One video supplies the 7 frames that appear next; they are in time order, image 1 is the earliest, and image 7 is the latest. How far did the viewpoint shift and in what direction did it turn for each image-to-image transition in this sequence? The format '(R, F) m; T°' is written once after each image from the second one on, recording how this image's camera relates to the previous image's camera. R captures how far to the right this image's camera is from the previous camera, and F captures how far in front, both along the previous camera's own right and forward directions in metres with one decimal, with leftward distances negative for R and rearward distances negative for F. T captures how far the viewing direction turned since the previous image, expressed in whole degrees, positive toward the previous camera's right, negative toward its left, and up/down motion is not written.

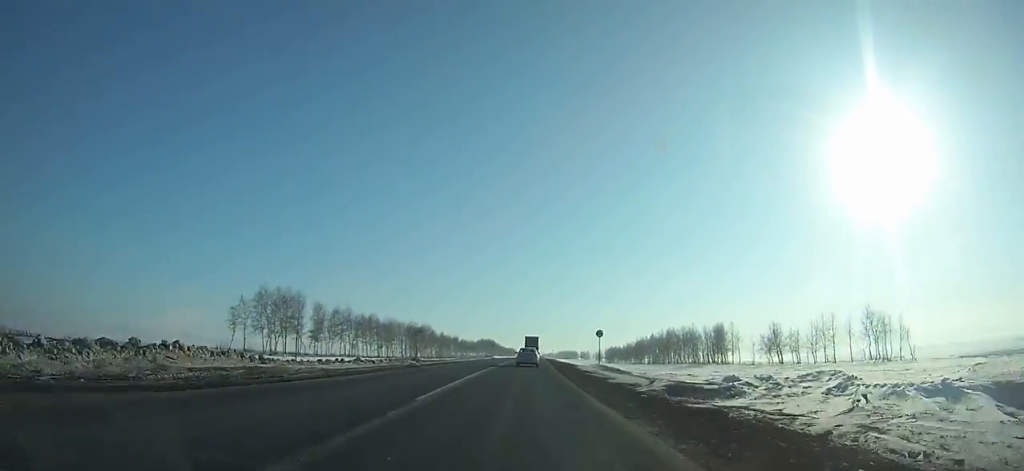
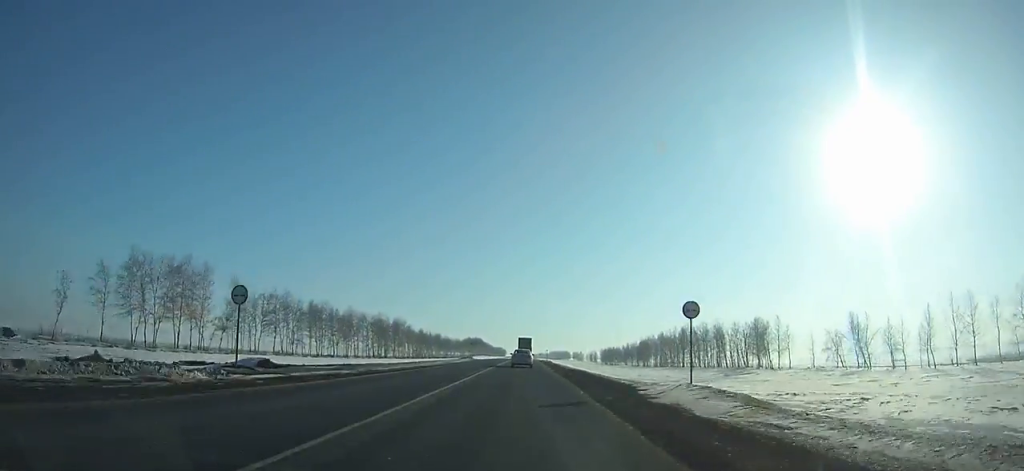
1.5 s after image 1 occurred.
(+0.5, +32.4) m; +1°
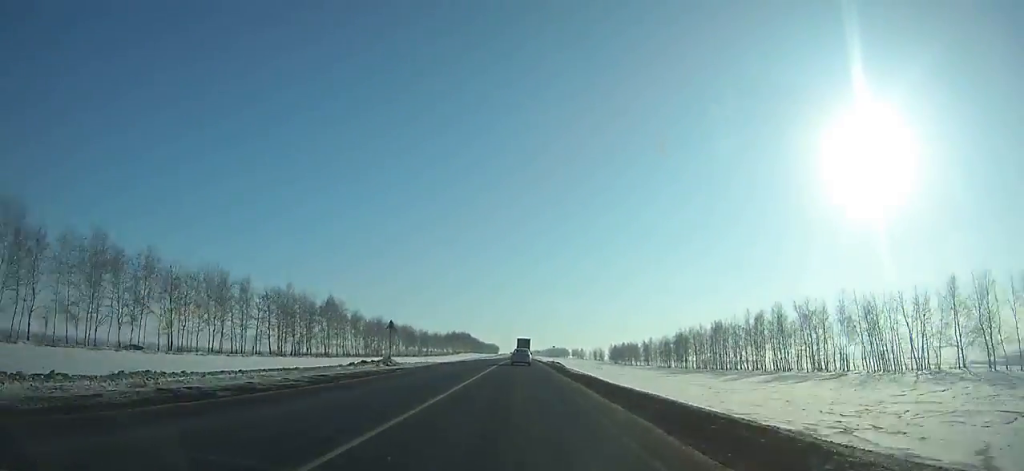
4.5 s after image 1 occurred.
(+0.3, +65.5) m; 0°
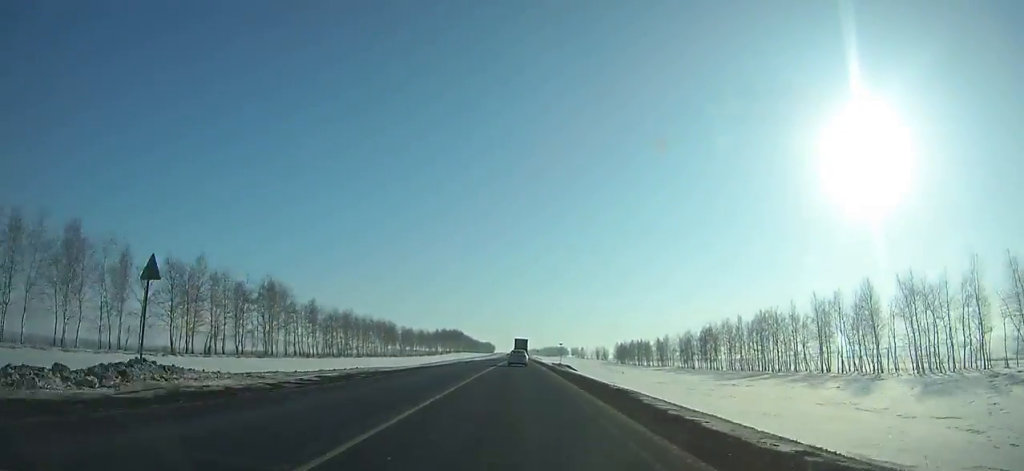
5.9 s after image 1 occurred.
(+0.1, +31.0) m; 0°
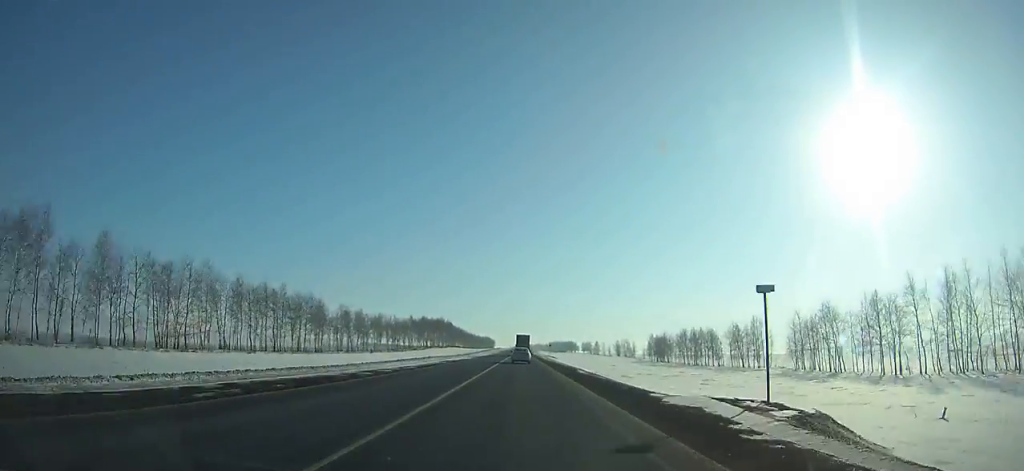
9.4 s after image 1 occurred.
(0.0, +77.8) m; 0°
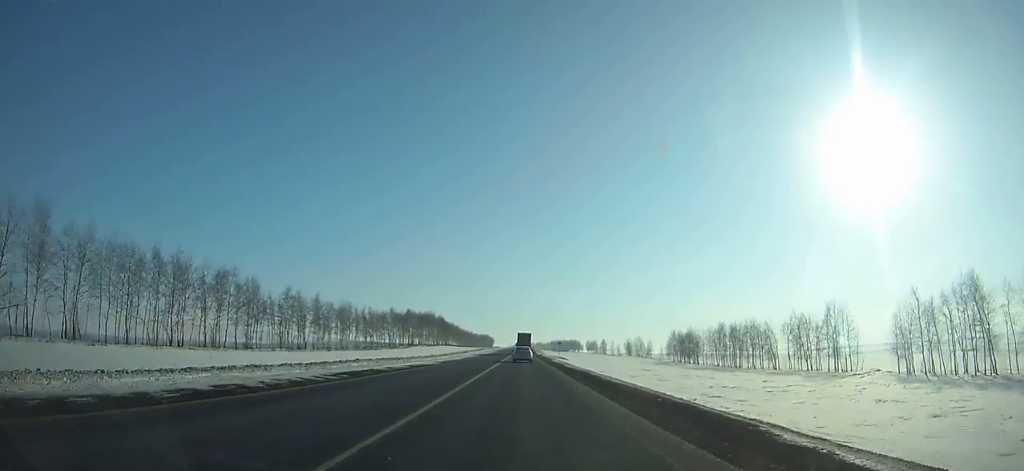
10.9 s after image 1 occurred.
(0.0, +33.6) m; 0°
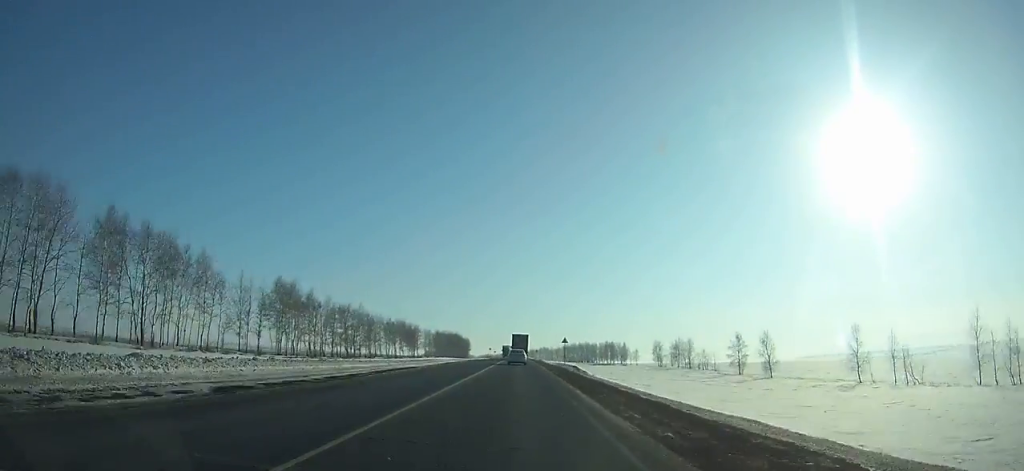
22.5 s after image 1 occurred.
(+1.6, +262.0) m; 0°
